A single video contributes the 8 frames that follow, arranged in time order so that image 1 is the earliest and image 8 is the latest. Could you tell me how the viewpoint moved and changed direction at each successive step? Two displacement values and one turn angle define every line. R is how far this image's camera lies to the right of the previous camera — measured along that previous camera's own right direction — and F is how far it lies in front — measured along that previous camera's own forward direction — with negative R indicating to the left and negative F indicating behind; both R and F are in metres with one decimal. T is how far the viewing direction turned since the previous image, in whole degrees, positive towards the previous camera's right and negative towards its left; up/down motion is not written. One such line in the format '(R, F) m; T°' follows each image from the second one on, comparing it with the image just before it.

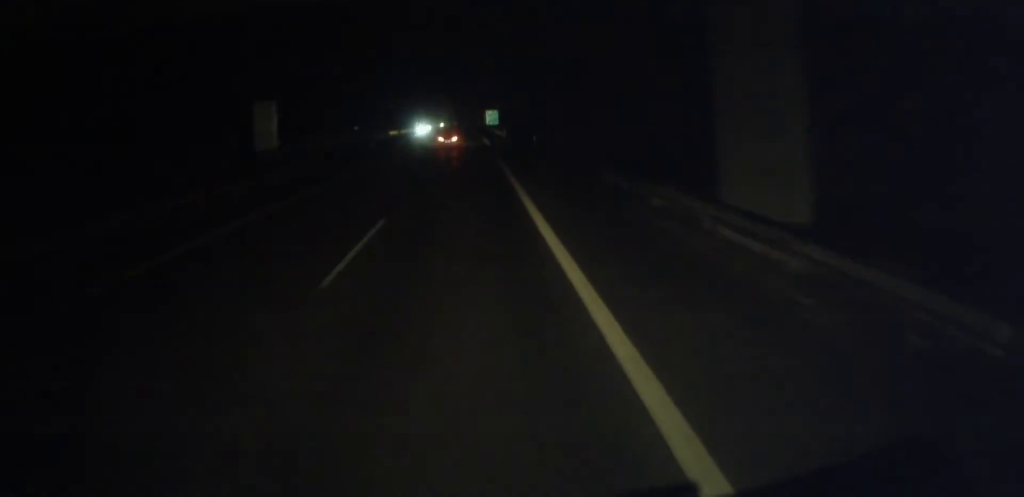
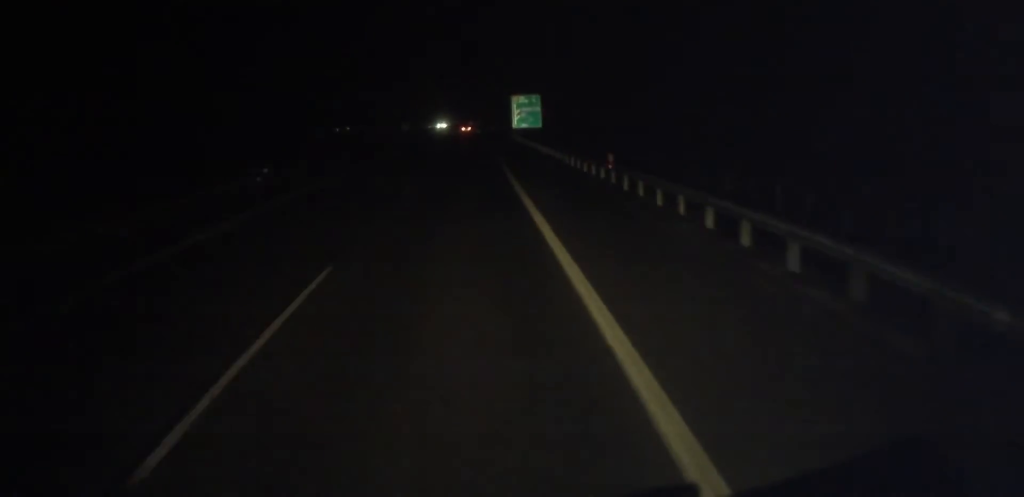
(-0.6, +124.7) m; -1°
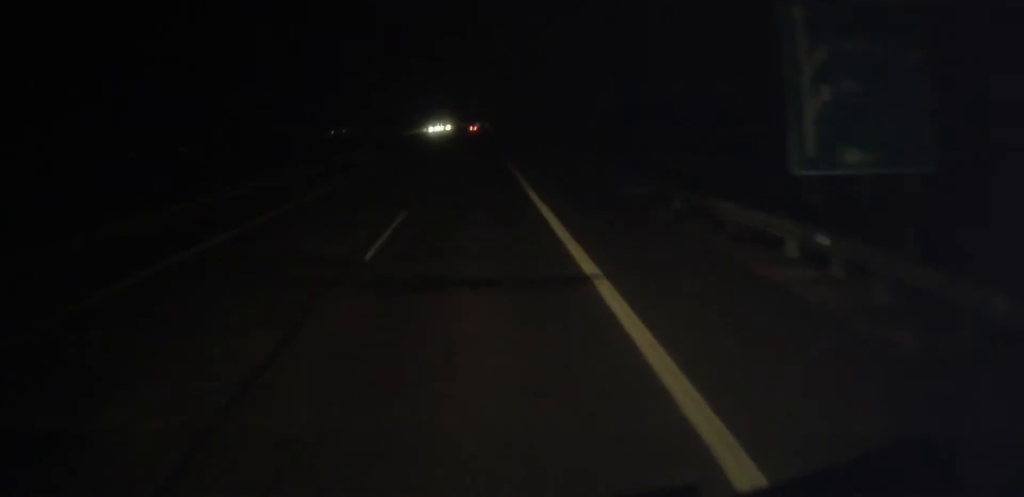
(-0.3, +77.7) m; 0°
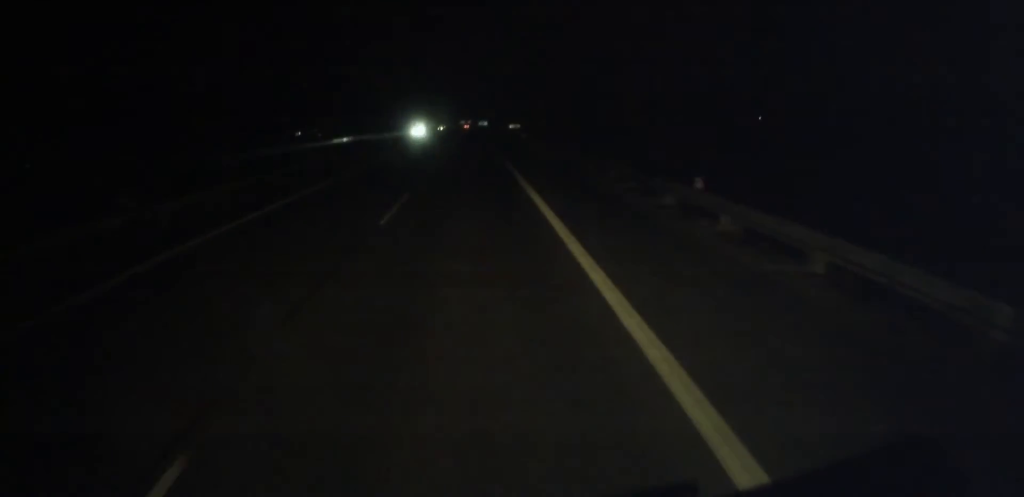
(-2.1, +183.4) m; -1°
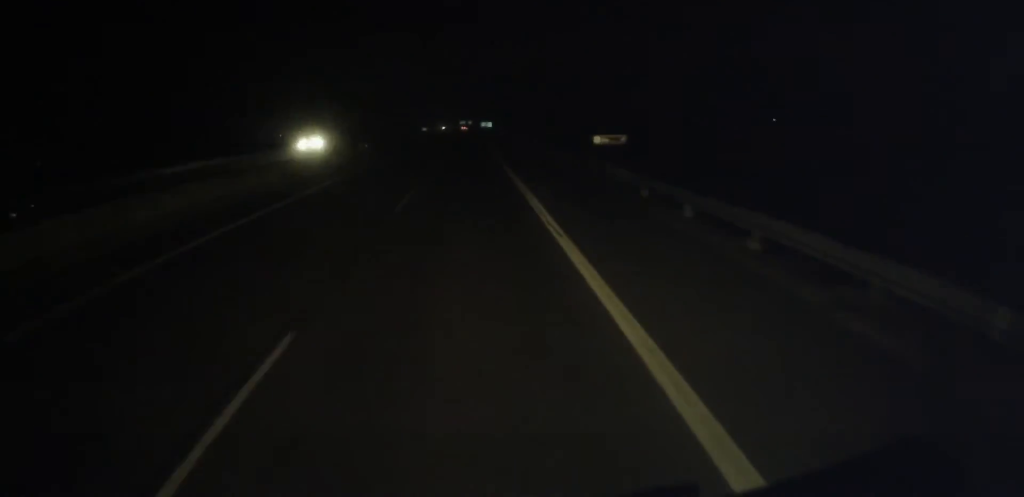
(-0.2, +65.4) m; 0°
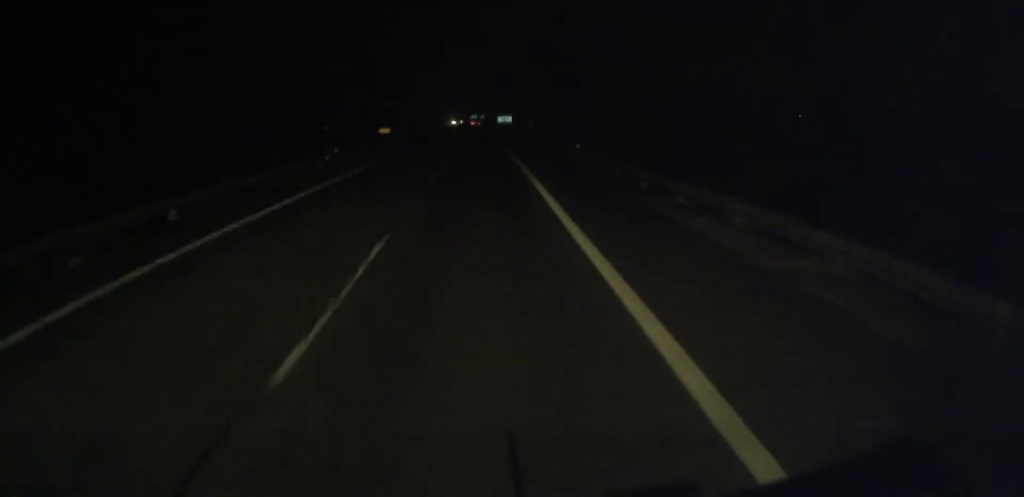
(0.0, +62.4) m; 0°
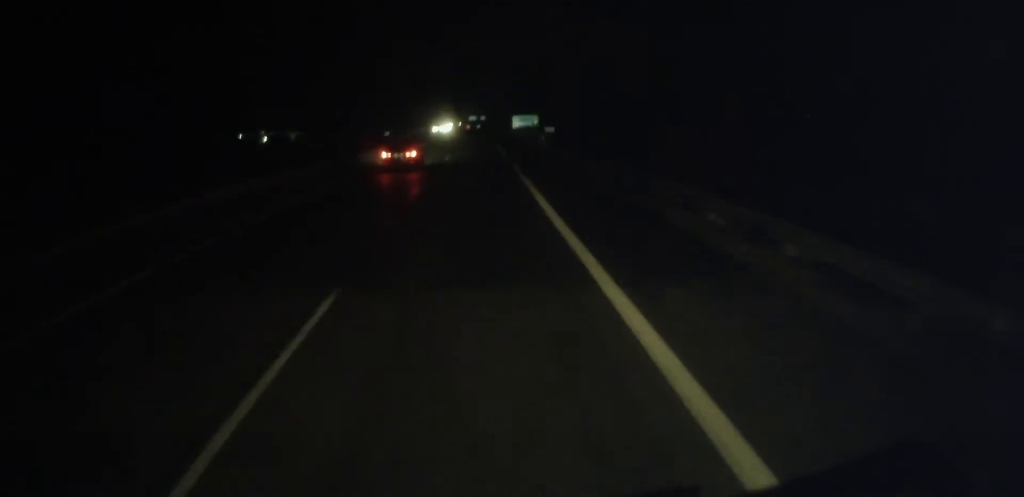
(-0.6, +87.6) m; 0°
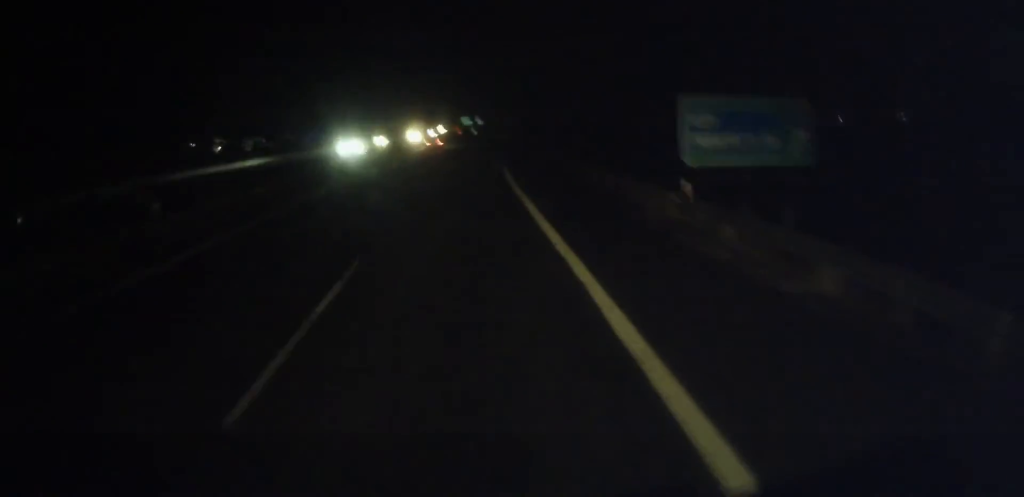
(-0.1, +84.7) m; 0°
